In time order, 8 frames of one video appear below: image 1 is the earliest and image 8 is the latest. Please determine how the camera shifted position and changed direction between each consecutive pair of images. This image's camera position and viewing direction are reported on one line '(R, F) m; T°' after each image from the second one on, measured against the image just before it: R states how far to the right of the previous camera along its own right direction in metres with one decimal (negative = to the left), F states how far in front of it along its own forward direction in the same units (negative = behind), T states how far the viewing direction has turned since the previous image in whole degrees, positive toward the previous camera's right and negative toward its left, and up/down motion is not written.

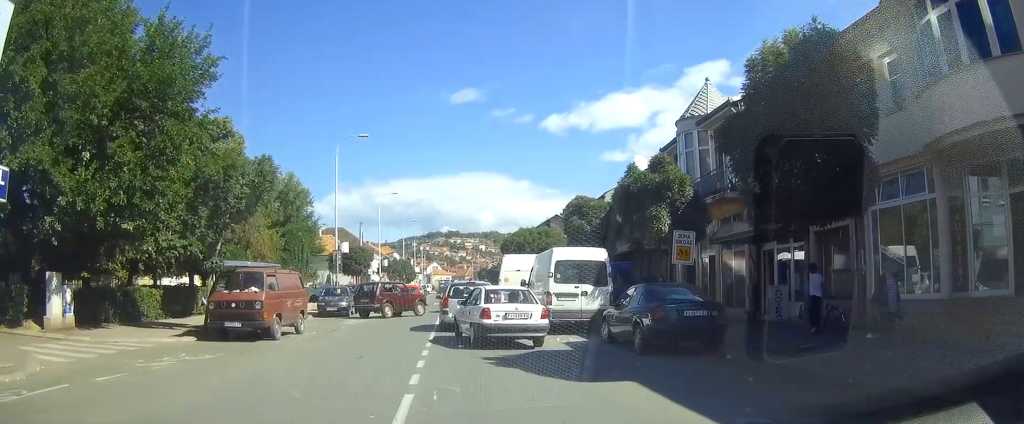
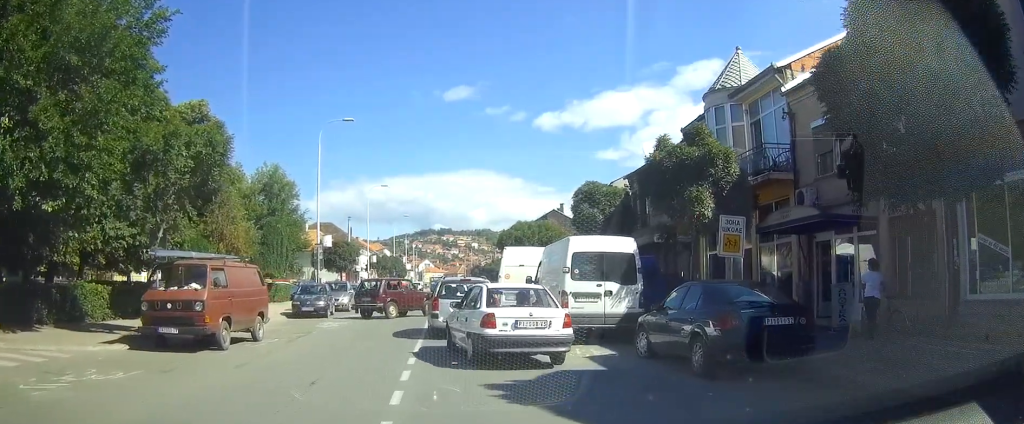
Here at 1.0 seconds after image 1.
(+0.1, +3.6) m; +3°
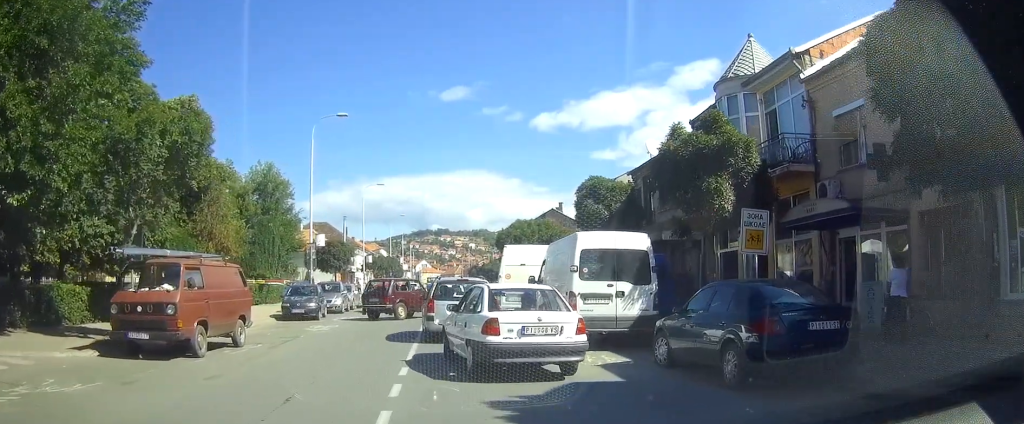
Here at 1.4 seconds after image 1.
(0.0, +1.3) m; +1°
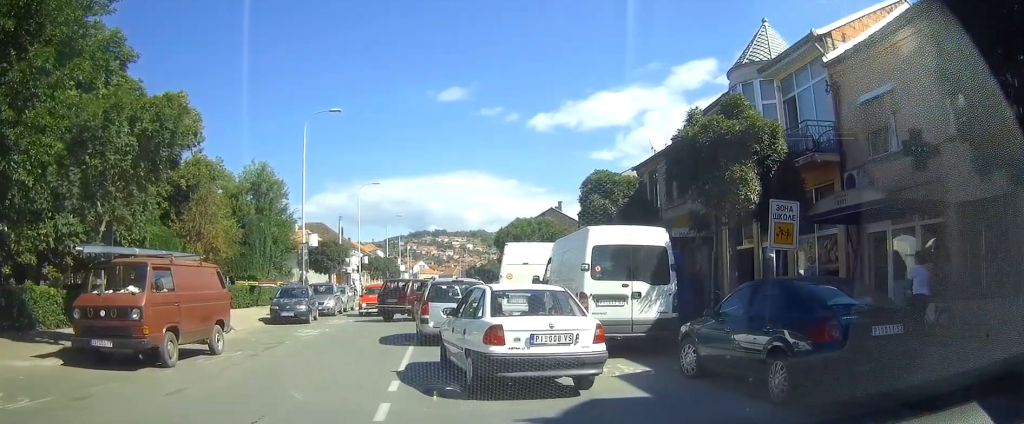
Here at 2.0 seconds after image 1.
(0.0, +1.2) m; -1°
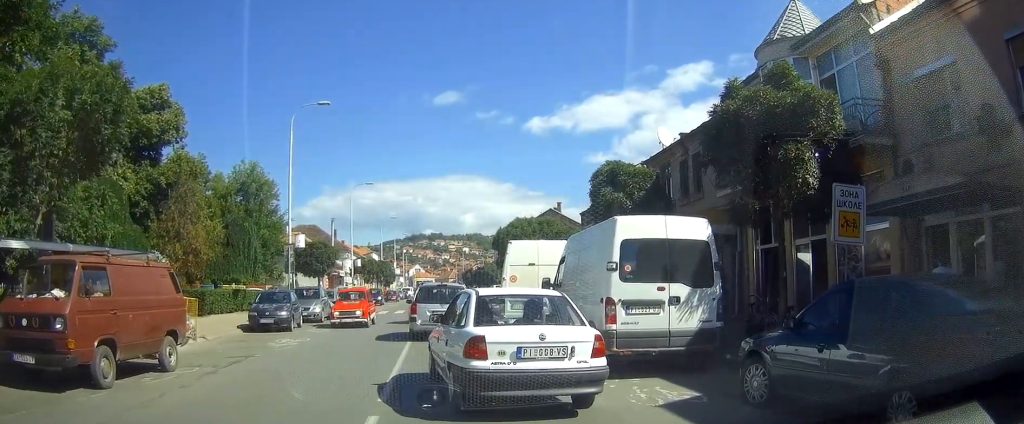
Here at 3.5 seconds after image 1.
(-0.2, +2.1) m; -2°
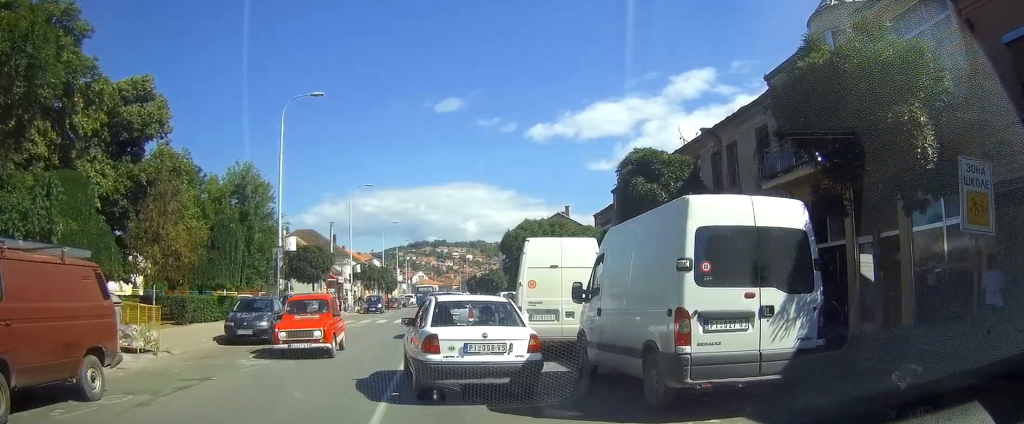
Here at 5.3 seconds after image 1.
(-0.3, +2.9) m; -1°
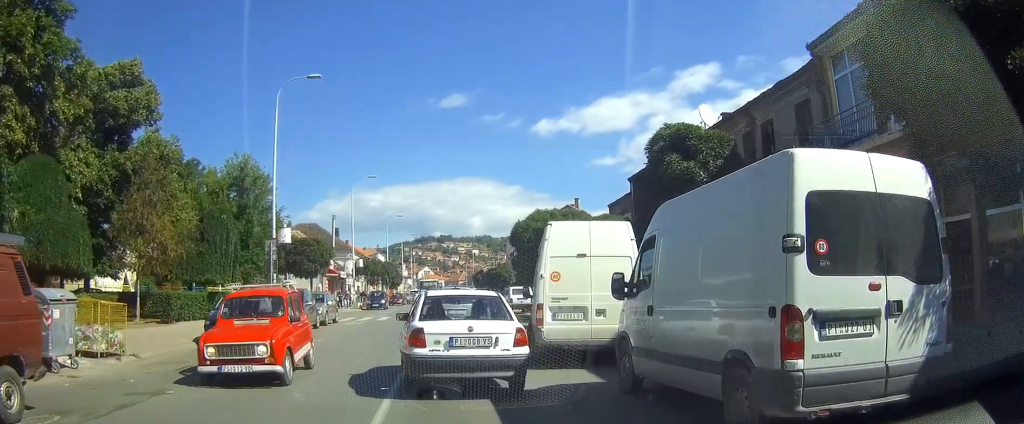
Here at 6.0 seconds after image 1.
(0.0, +2.1) m; 0°
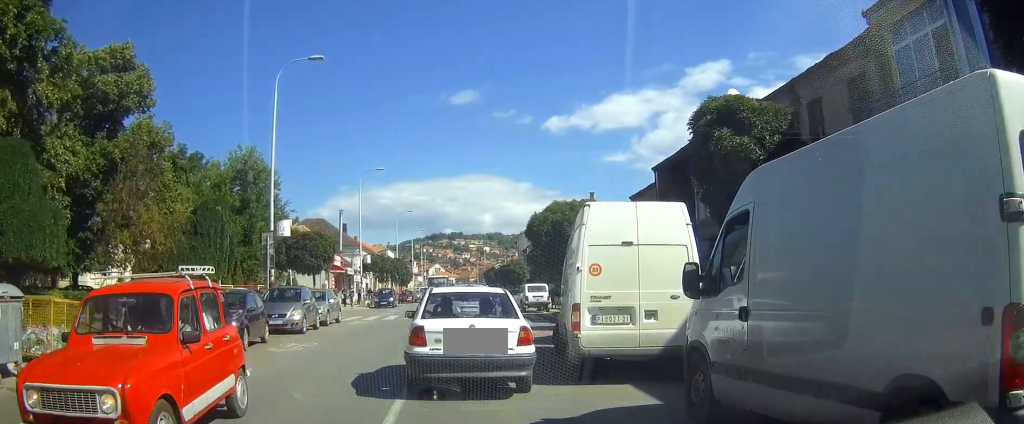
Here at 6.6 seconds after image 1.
(0.0, +2.1) m; -1°
